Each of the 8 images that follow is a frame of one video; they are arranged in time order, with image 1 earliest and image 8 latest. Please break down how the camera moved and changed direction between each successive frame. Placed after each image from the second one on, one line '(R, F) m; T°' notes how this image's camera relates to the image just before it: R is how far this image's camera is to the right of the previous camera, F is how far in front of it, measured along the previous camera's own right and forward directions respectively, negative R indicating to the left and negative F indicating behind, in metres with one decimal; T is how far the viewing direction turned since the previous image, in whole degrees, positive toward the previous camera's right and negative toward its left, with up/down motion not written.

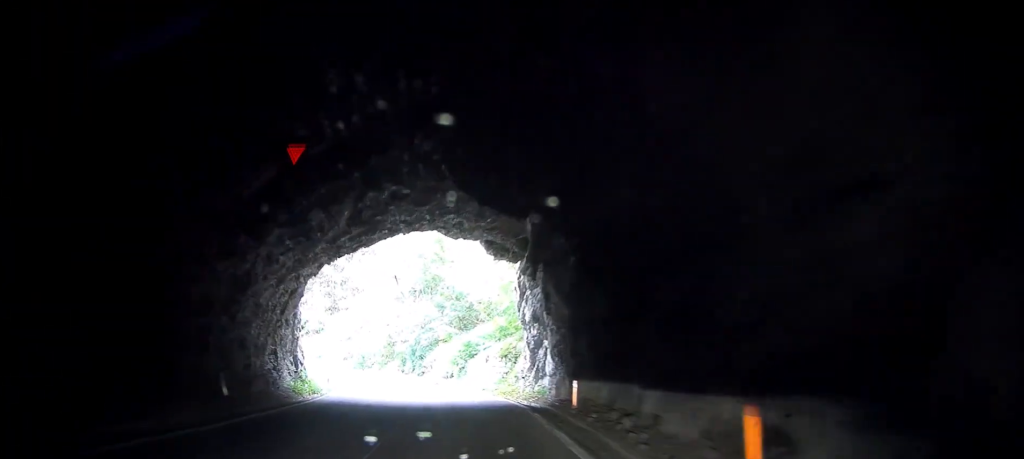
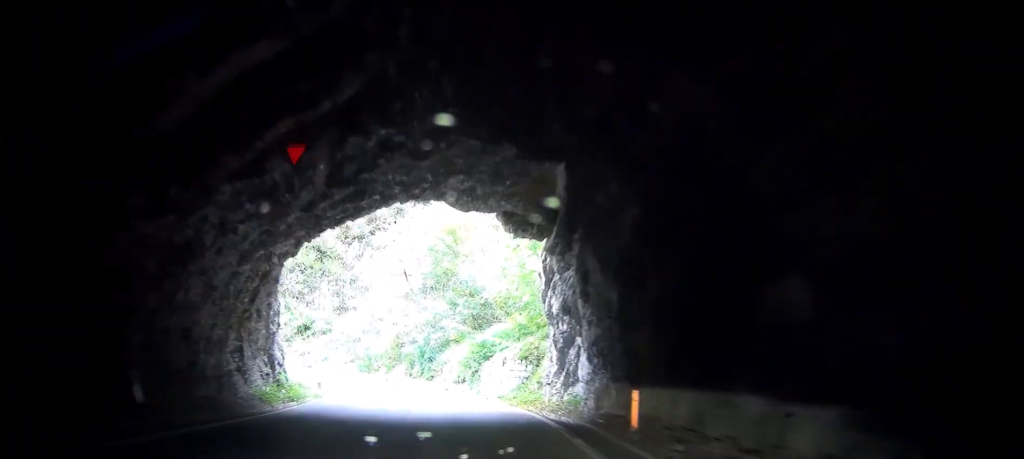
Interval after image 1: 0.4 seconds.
(-0.6, +5.2) m; -5°
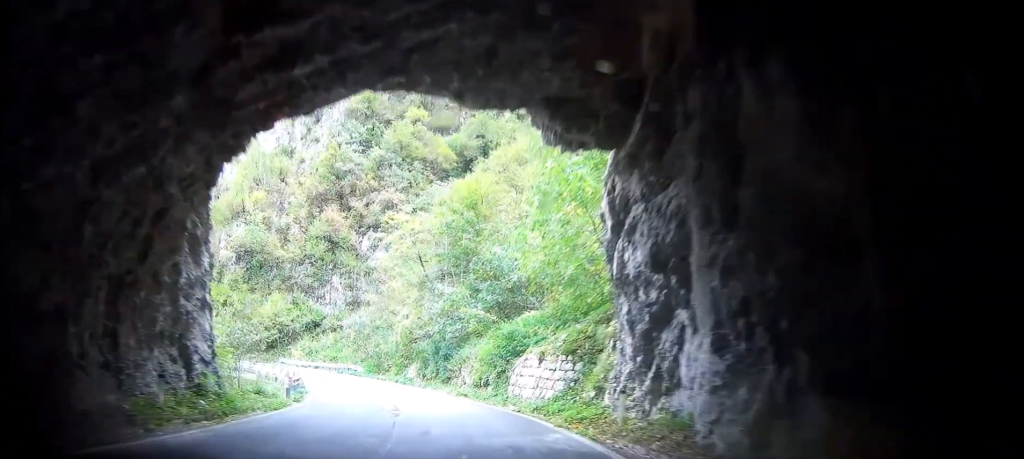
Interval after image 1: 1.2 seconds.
(-0.7, +9.4) m; -11°
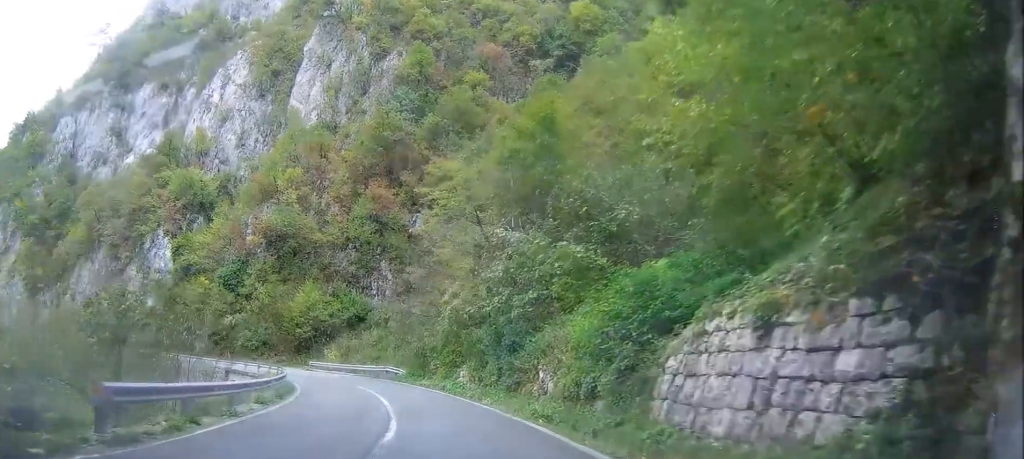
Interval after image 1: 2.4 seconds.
(-4.5, +18.3) m; -28°
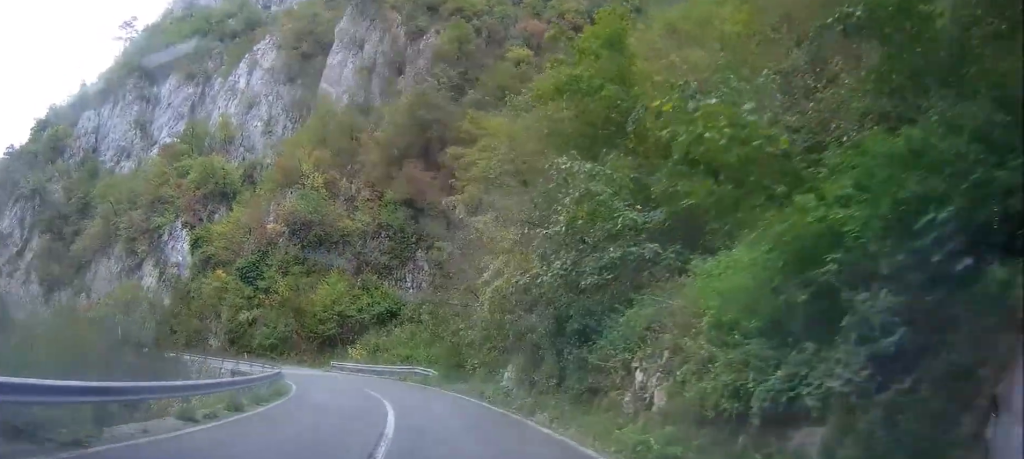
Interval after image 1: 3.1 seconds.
(-2.5, +10.9) m; -9°
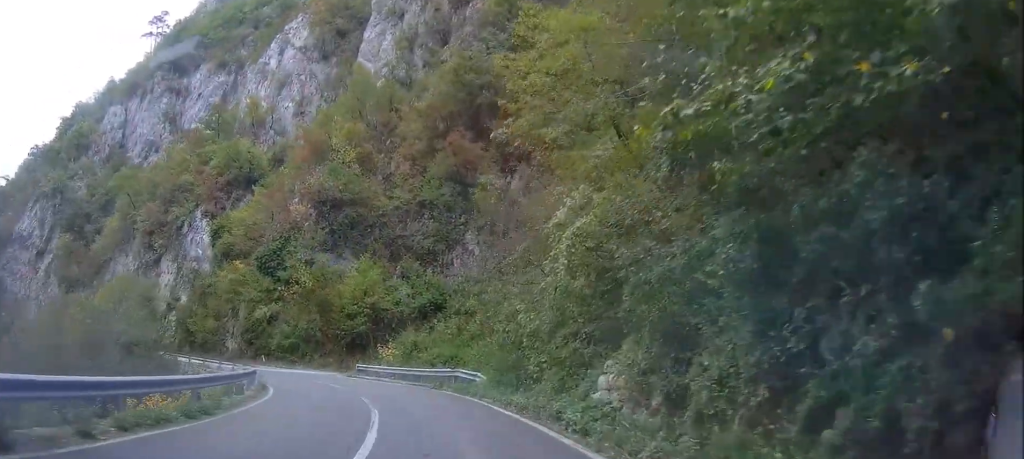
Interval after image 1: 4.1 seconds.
(+0.9, +14.0) m; +7°
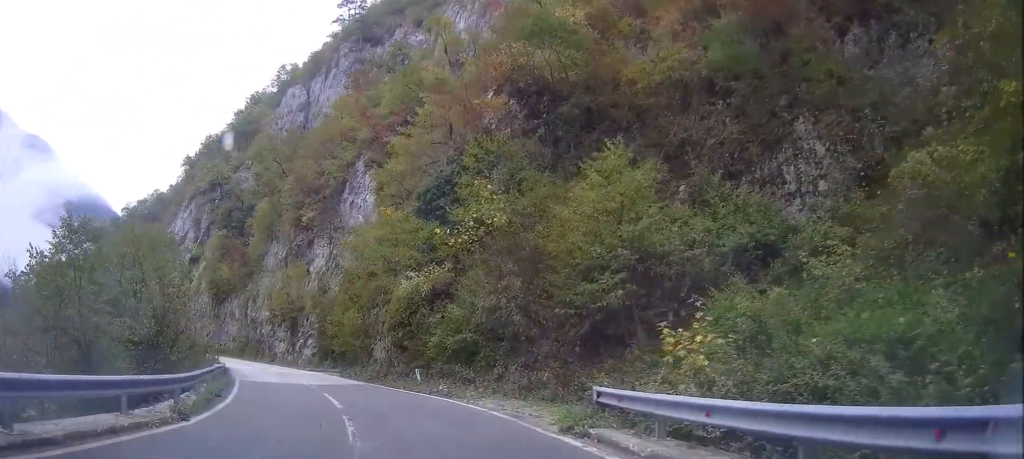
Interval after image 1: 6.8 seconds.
(+1.0, +33.8) m; -7°
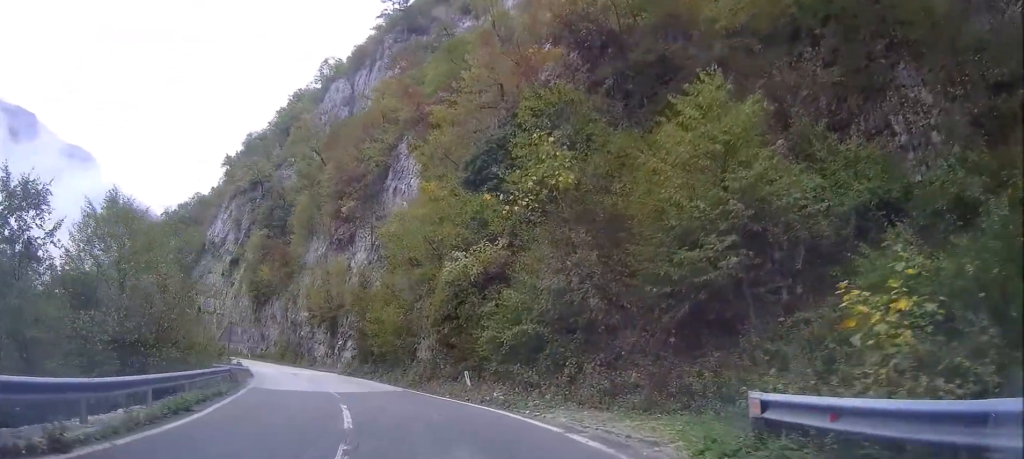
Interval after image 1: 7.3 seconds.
(-0.2, +6.5) m; -6°
